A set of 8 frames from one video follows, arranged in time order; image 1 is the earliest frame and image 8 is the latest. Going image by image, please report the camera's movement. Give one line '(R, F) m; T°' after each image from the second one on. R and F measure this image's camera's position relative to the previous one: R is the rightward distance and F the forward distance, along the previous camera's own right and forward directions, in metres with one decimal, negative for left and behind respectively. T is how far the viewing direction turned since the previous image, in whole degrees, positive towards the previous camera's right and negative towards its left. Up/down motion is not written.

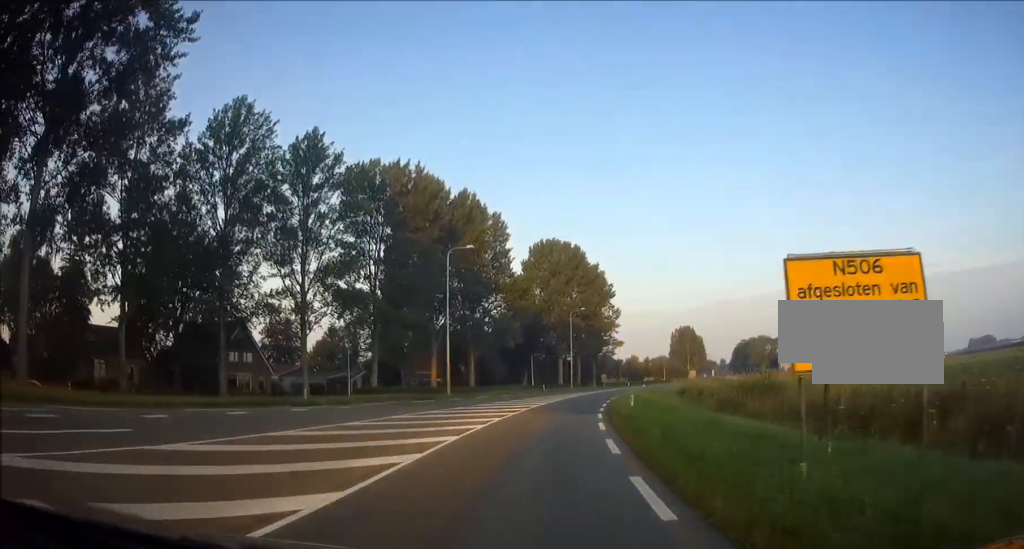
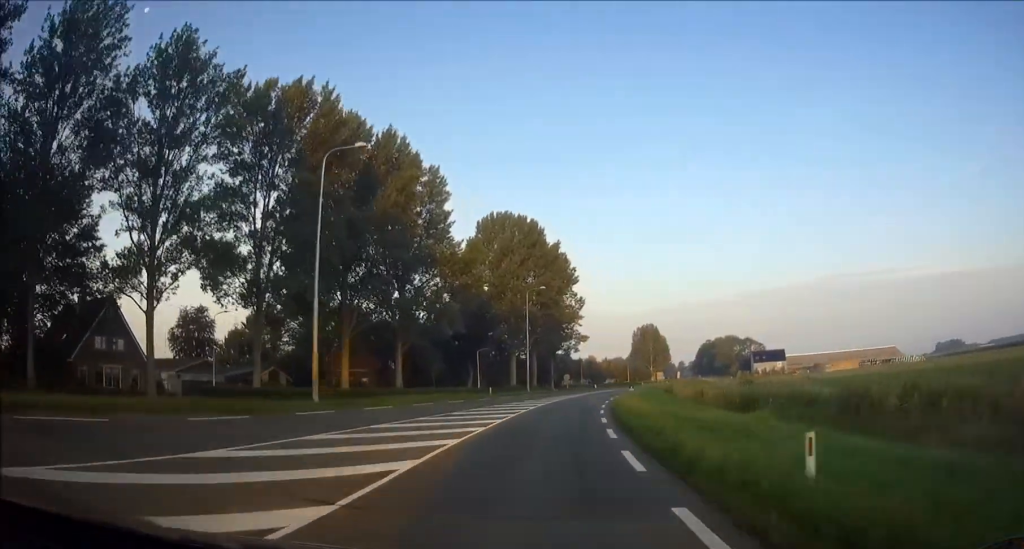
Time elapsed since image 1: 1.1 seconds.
(+1.1, +19.8) m; +4°
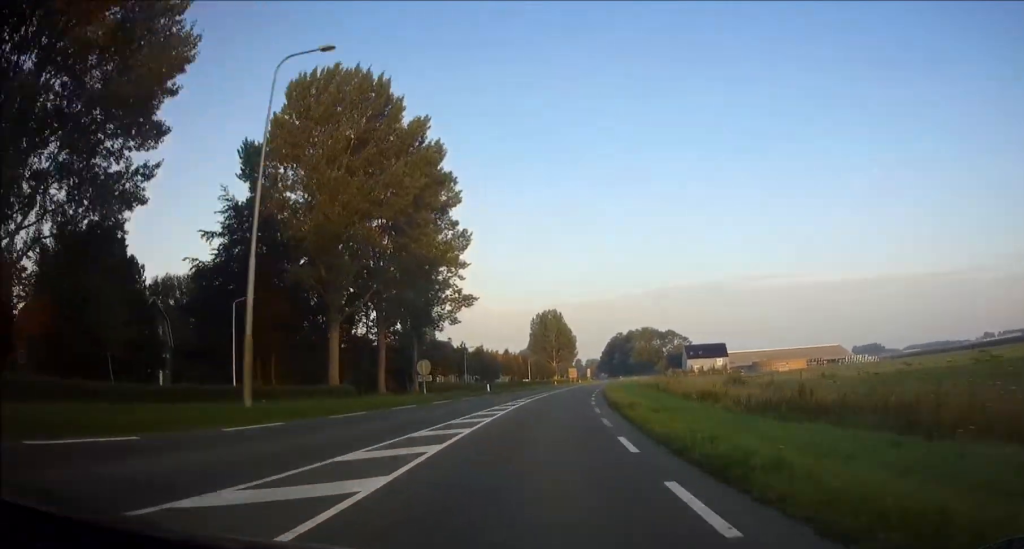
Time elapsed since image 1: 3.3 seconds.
(+3.3, +44.8) m; +8°
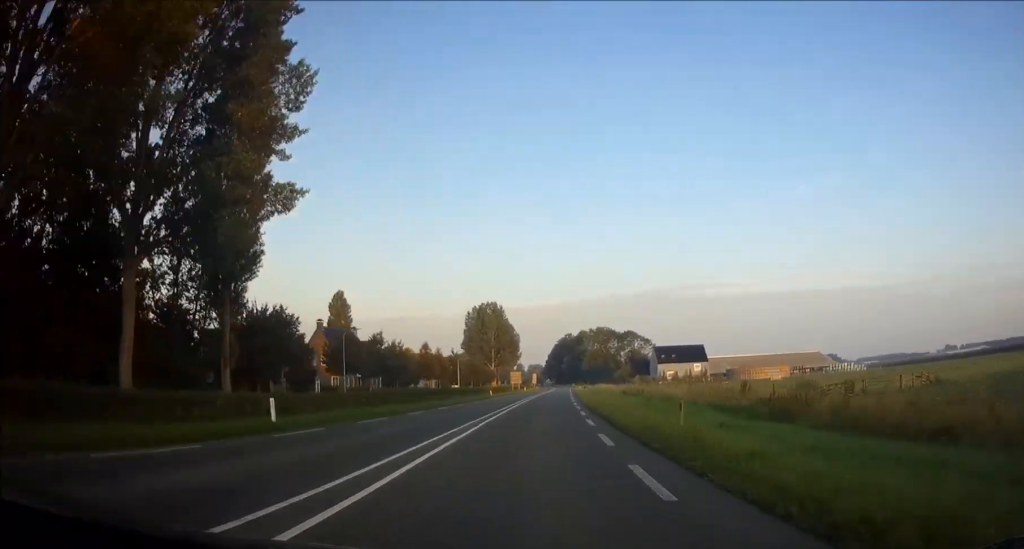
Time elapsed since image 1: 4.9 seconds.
(+1.8, +34.4) m; +5°
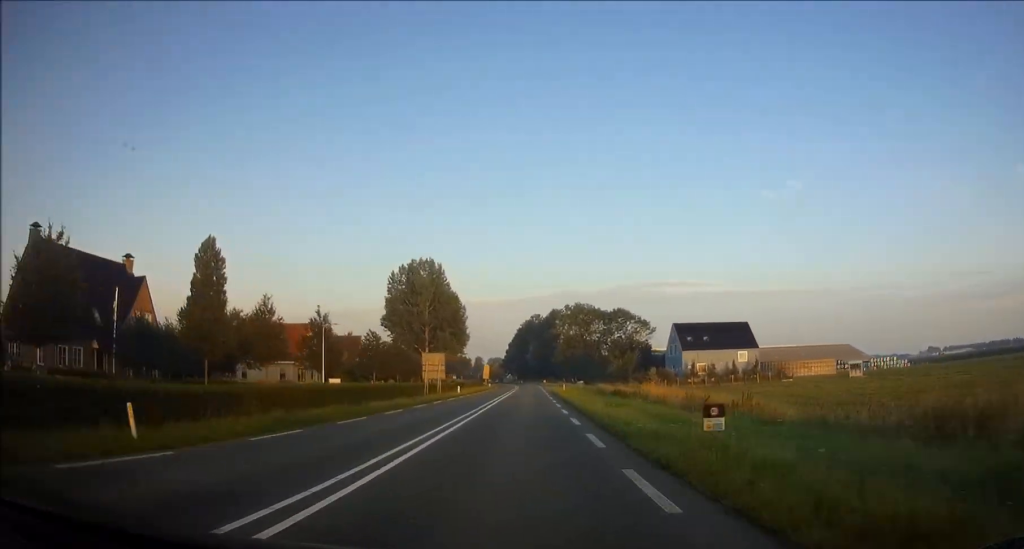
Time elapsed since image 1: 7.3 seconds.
(+2.4, +54.5) m; +3°
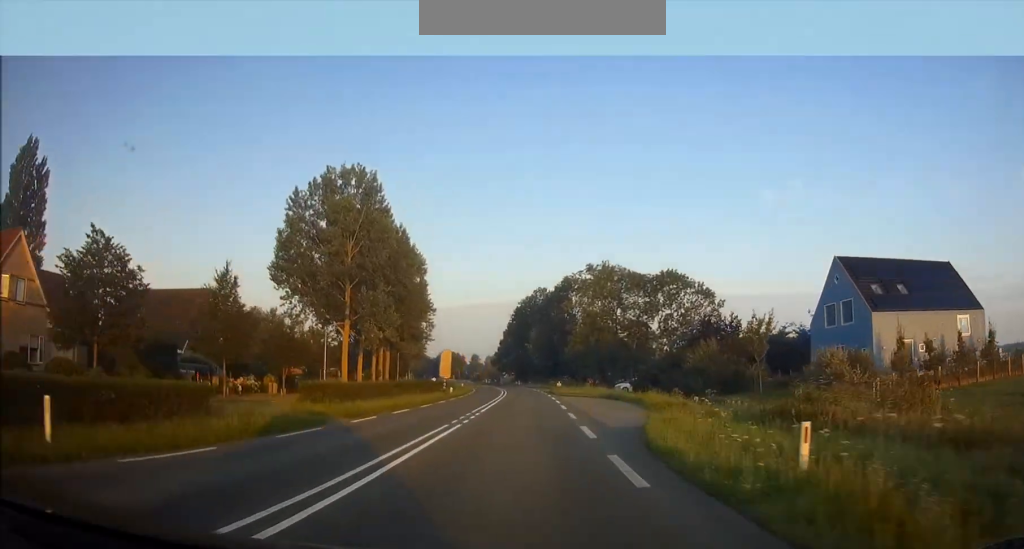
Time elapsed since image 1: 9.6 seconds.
(+0.2, +53.4) m; 0°
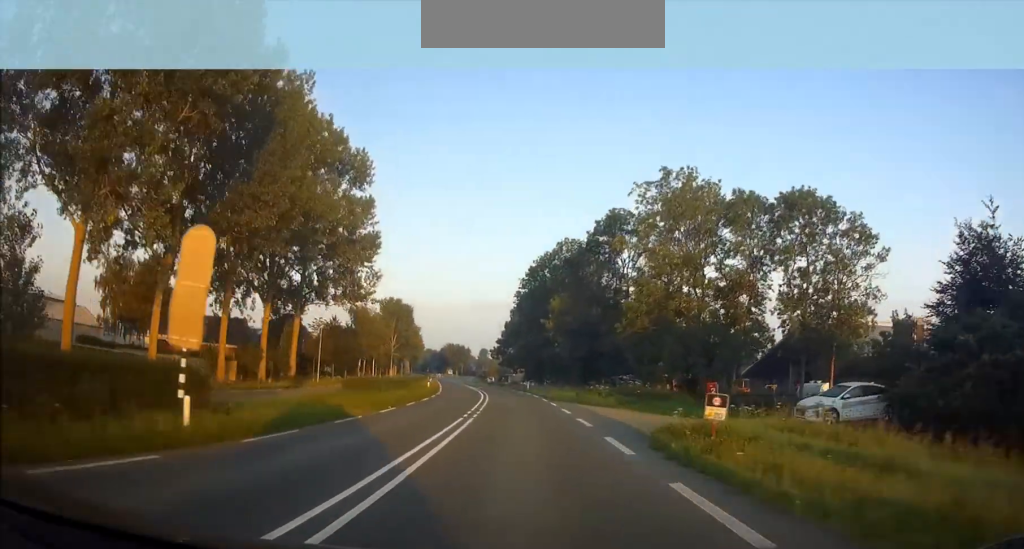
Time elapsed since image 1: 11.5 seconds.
(-0.4, +44.5) m; -2°
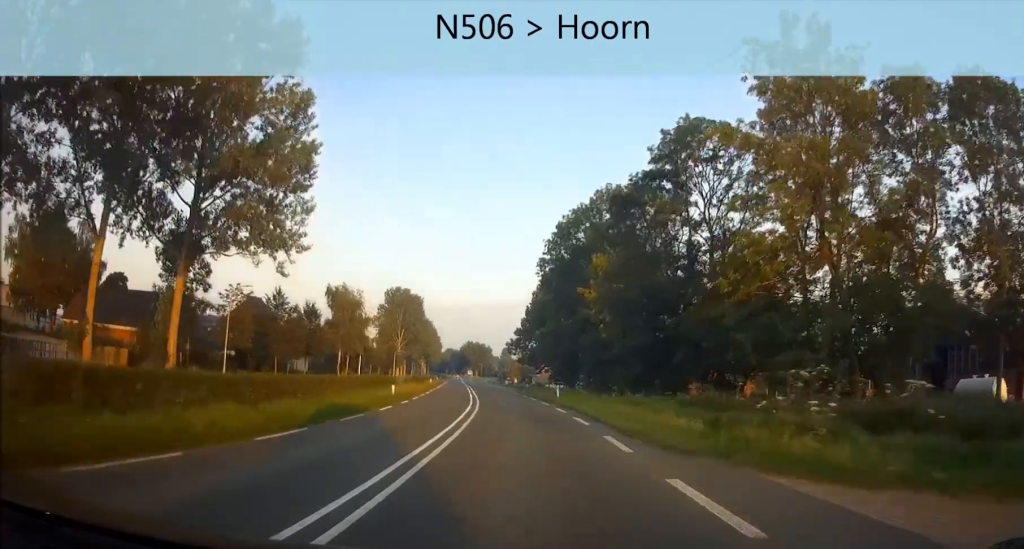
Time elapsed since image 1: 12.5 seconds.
(-0.2, +23.9) m; -2°
